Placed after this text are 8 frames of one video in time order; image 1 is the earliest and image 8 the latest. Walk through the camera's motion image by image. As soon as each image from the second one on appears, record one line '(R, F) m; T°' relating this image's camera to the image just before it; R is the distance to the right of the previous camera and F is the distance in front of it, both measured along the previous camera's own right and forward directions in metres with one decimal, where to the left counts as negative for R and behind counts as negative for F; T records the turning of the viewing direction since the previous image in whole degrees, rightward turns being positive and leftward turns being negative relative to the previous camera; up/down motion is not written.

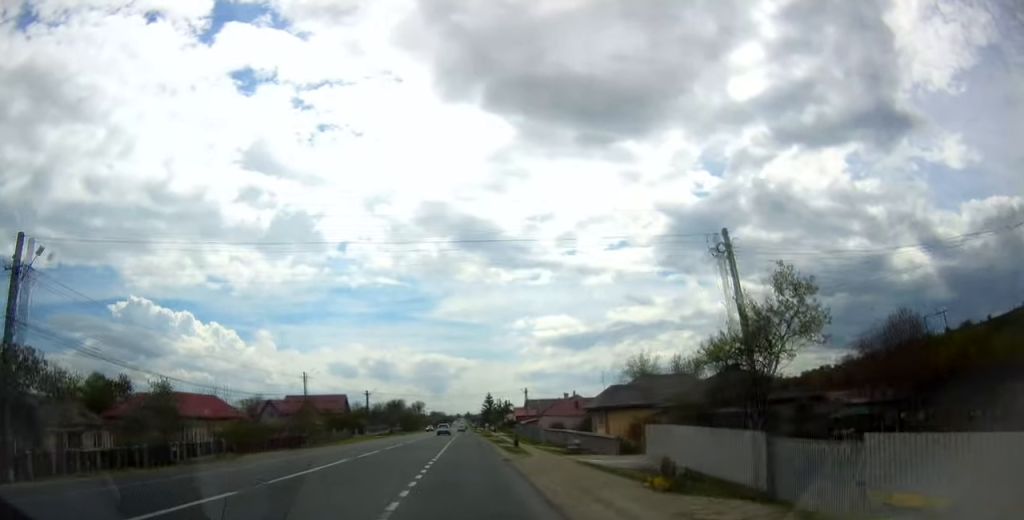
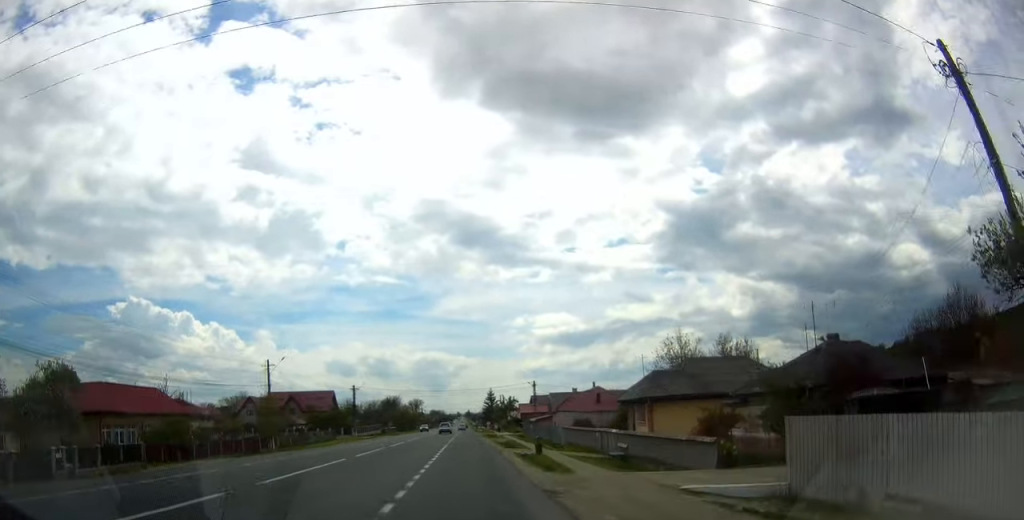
(+0.3, +12.8) m; +1°
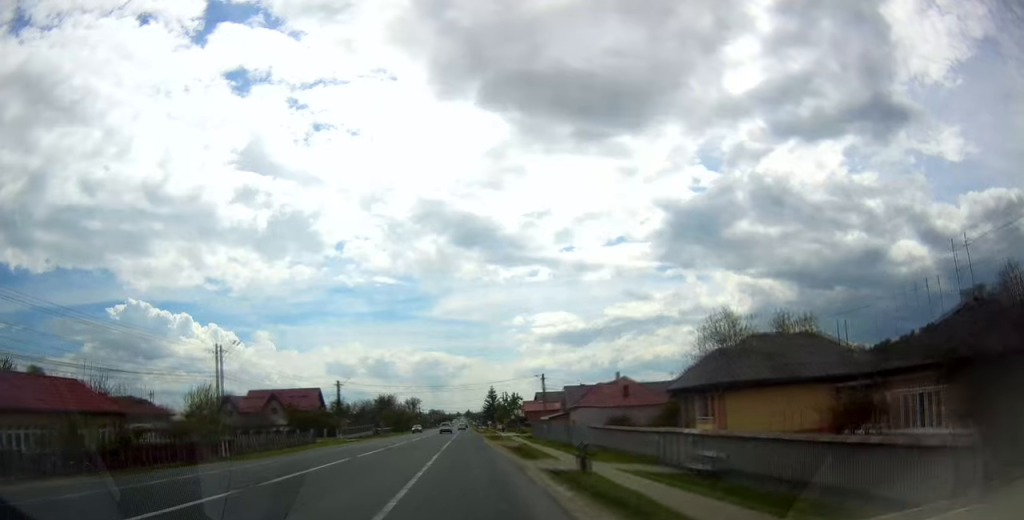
(0.0, +11.1) m; 0°
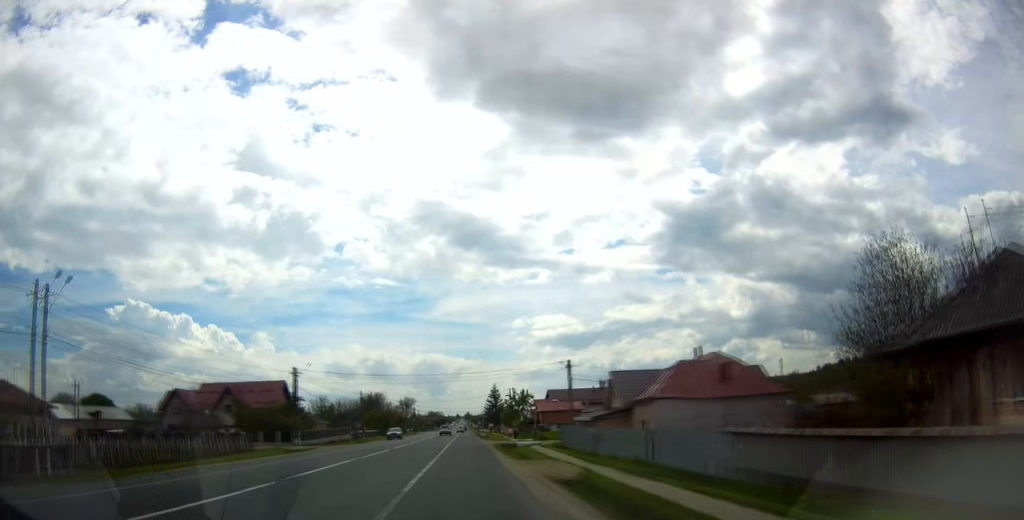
(0.0, +20.7) m; 0°
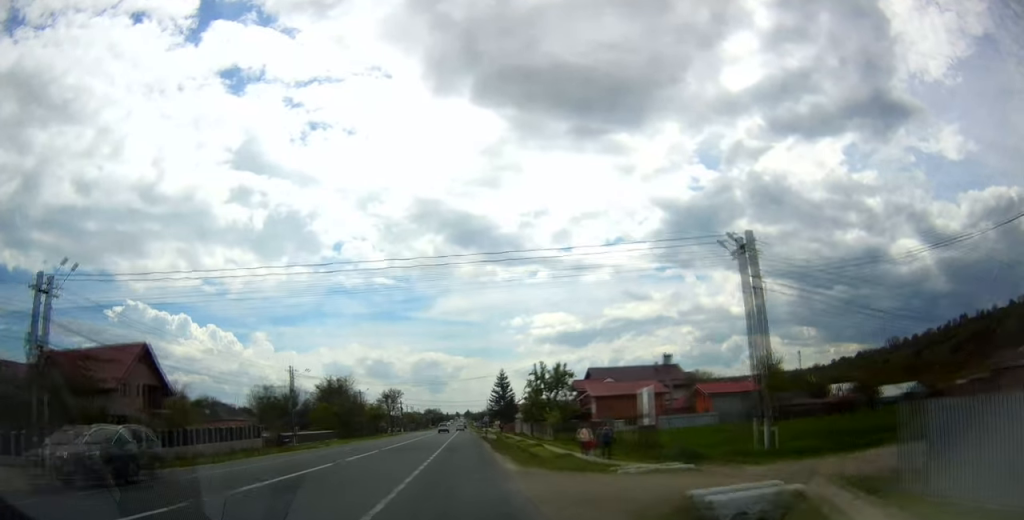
(0.0, +39.5) m; 0°
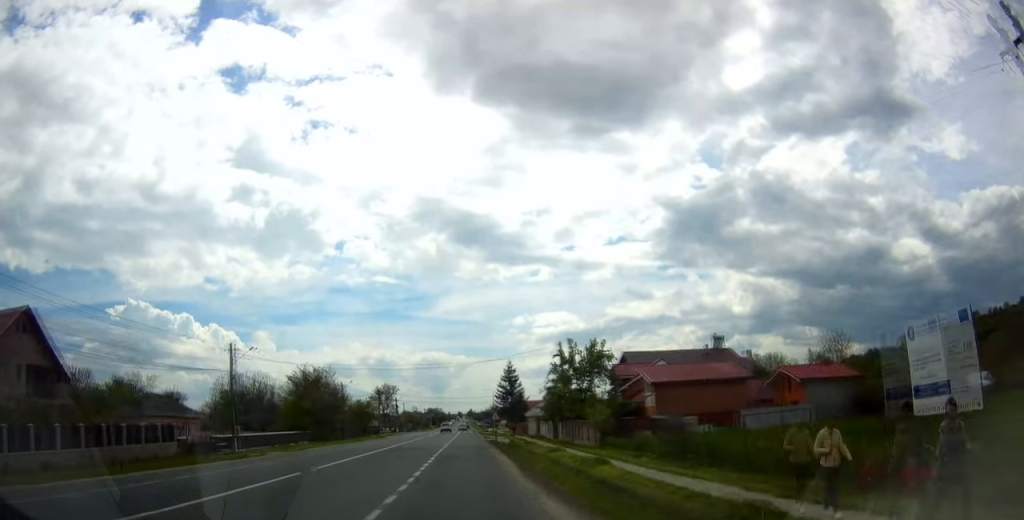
(+0.1, +16.3) m; 0°
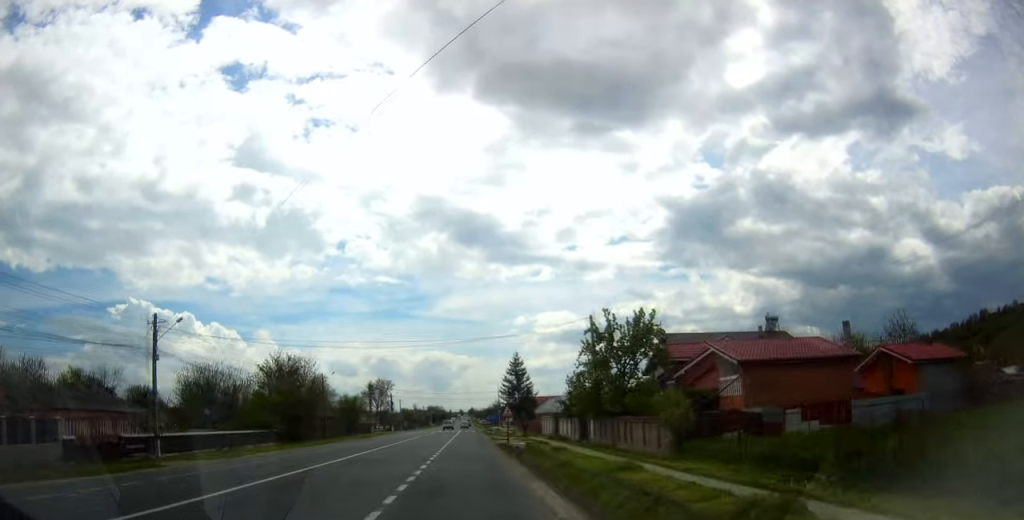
(0.0, +12.3) m; -1°
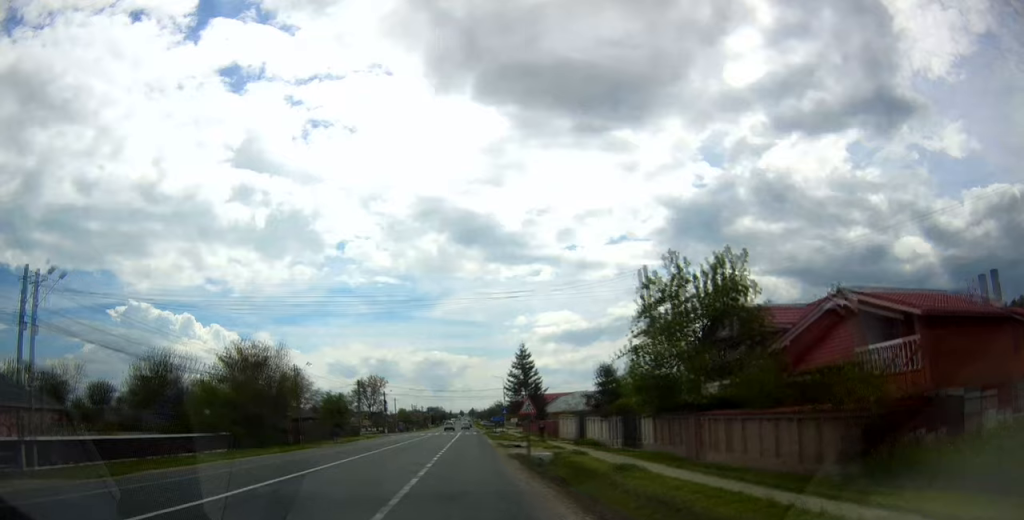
(-0.1, +11.5) m; 0°
